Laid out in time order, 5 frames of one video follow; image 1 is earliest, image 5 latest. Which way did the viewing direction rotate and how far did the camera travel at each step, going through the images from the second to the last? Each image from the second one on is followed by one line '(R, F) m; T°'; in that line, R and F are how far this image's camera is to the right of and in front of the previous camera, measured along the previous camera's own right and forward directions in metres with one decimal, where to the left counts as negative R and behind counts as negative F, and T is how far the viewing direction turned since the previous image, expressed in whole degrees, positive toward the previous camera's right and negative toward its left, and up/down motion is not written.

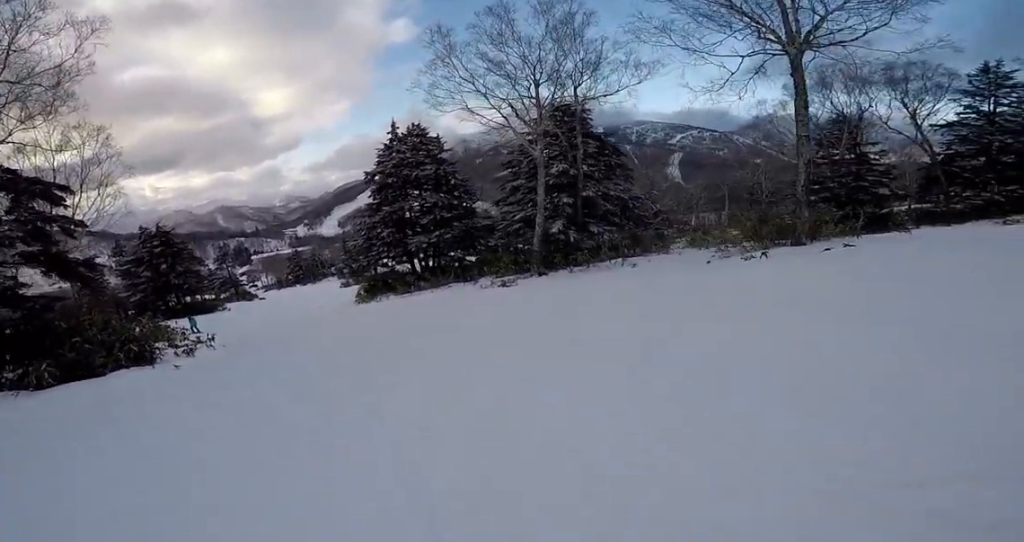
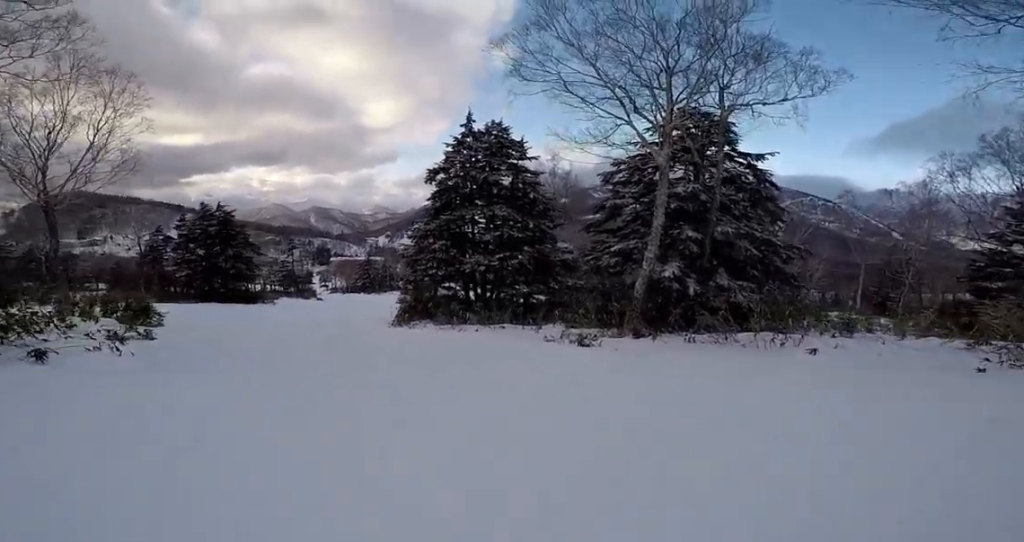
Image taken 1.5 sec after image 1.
(+1.3, +7.6) m; -7°
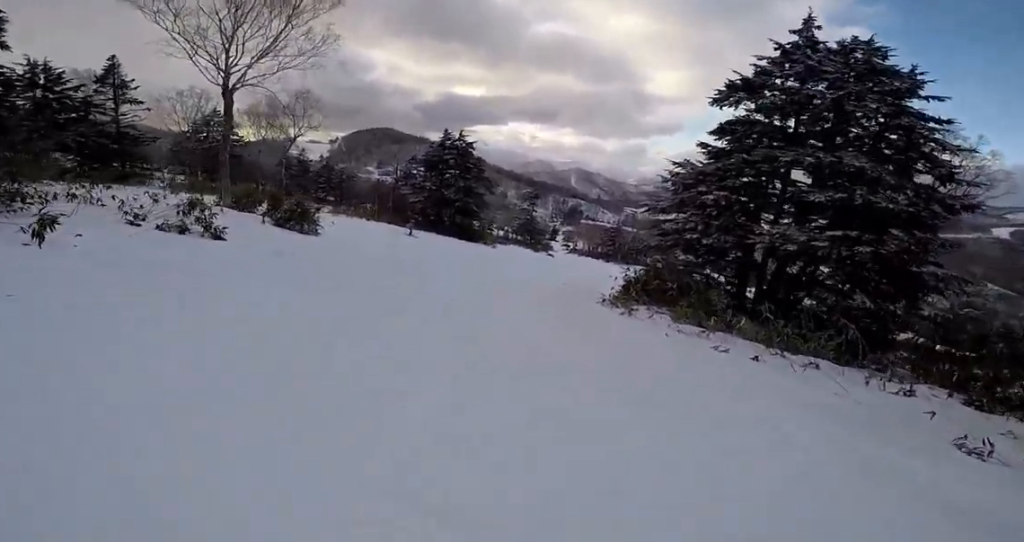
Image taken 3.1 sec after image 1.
(-3.8, +7.9) m; -29°
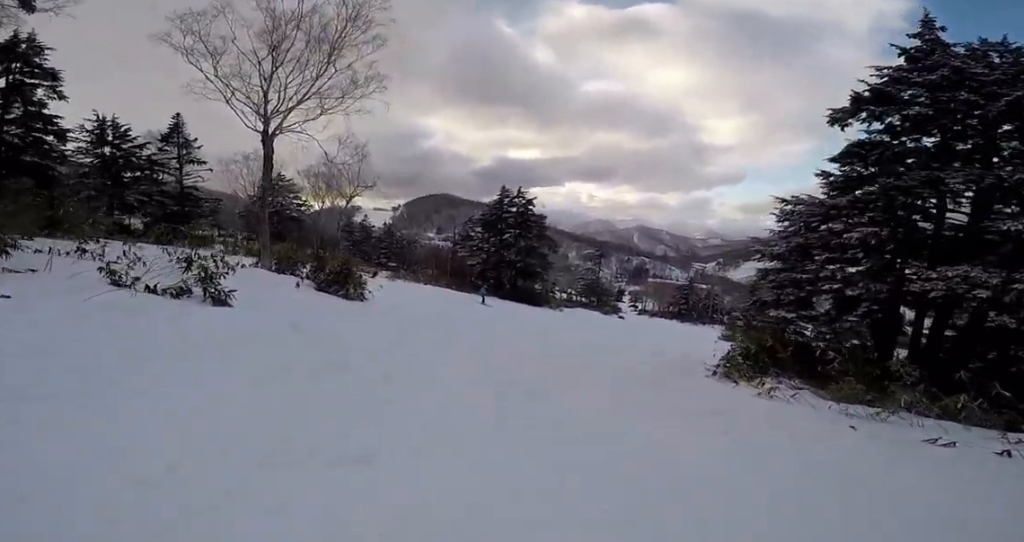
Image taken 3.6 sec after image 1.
(-0.1, +3.2) m; -1°
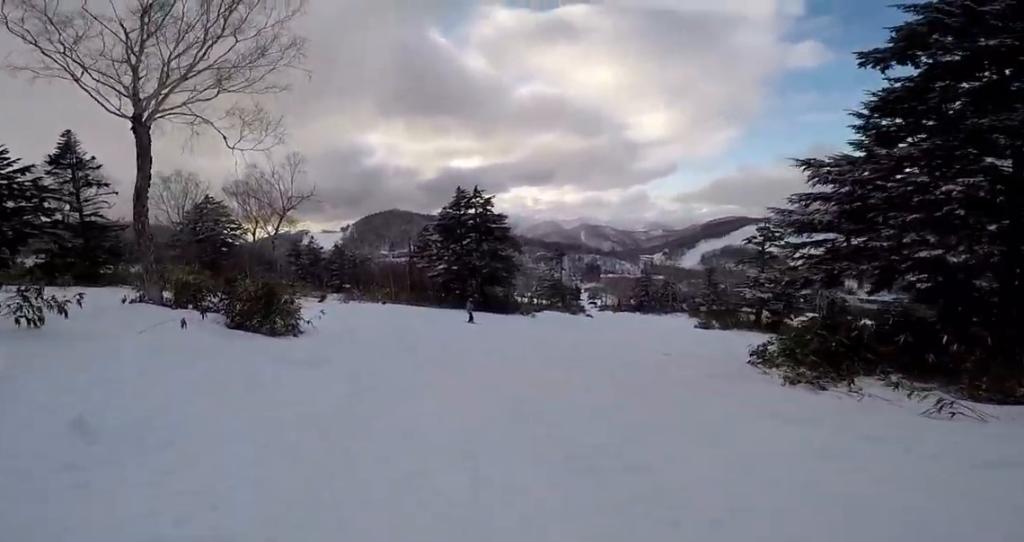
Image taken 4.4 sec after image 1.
(+0.7, +4.7) m; -1°
